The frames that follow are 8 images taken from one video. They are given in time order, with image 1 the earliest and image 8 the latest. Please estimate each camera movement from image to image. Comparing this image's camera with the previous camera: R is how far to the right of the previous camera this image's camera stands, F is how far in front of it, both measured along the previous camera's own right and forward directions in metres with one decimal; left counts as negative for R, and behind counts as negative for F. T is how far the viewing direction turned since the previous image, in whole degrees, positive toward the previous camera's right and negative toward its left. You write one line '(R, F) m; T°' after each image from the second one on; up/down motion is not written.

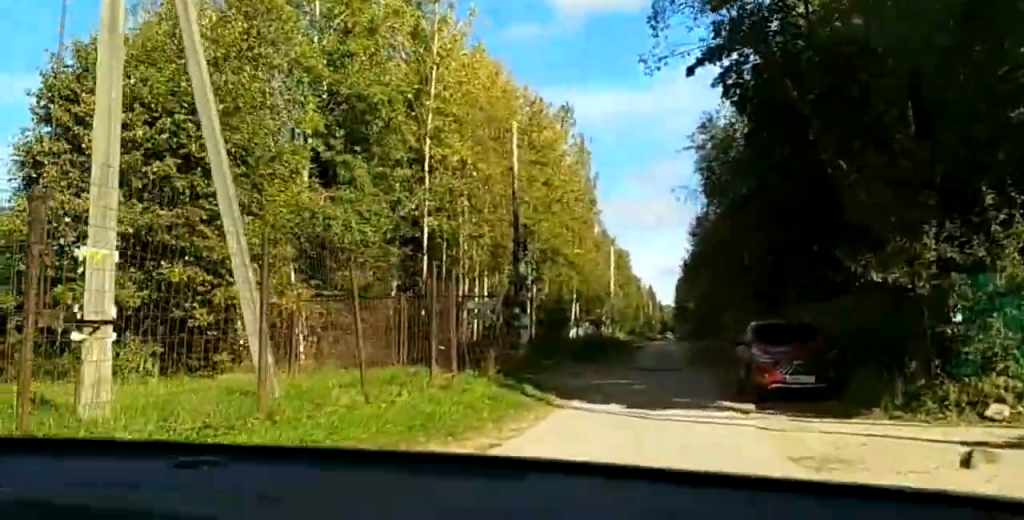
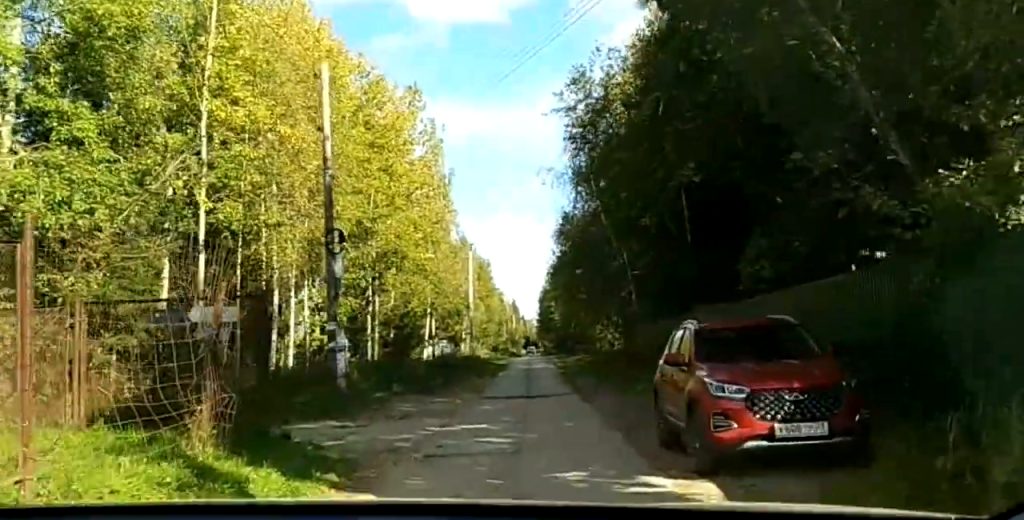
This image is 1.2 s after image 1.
(0.0, +10.3) m; 0°
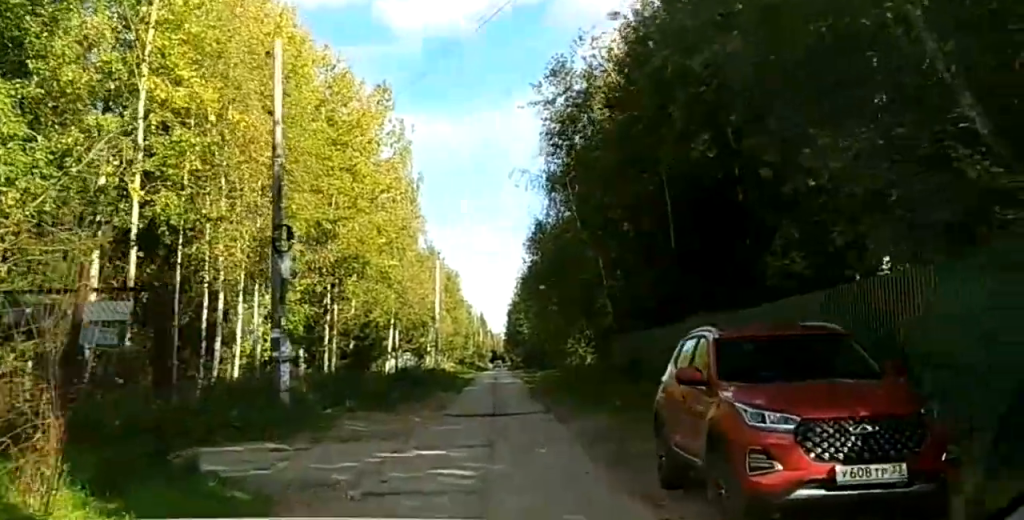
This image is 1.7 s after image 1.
(0.0, +3.5) m; 0°
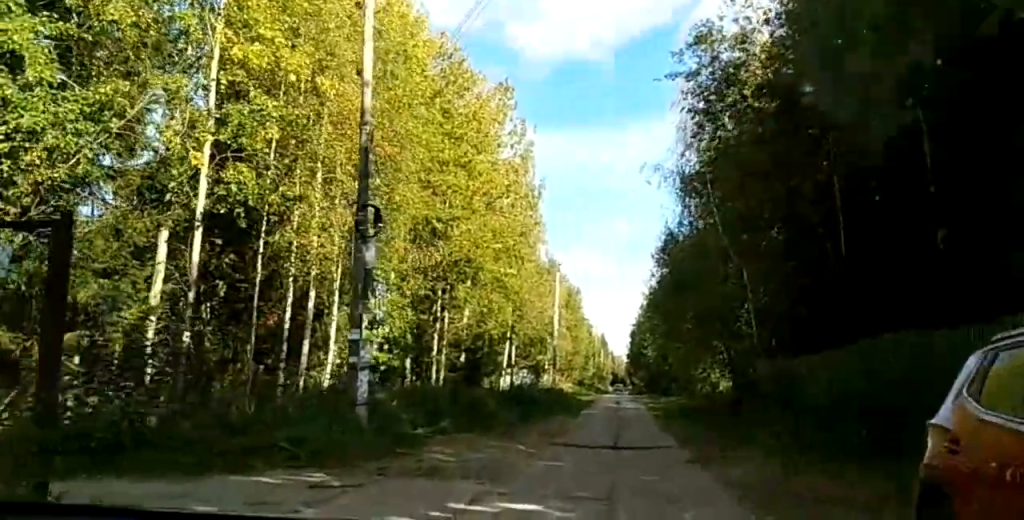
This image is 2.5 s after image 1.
(0.0, +6.2) m; 0°
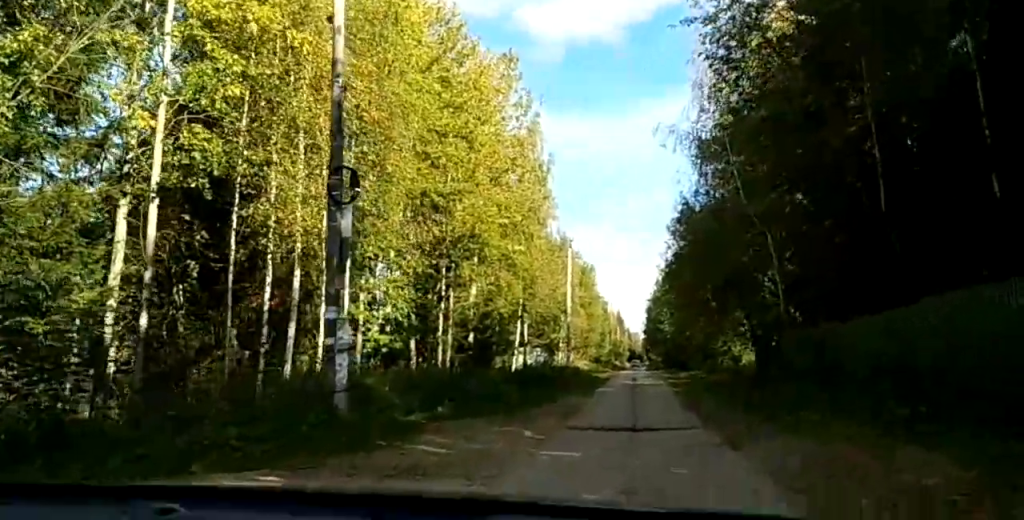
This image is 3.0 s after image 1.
(0.0, +3.5) m; 0°
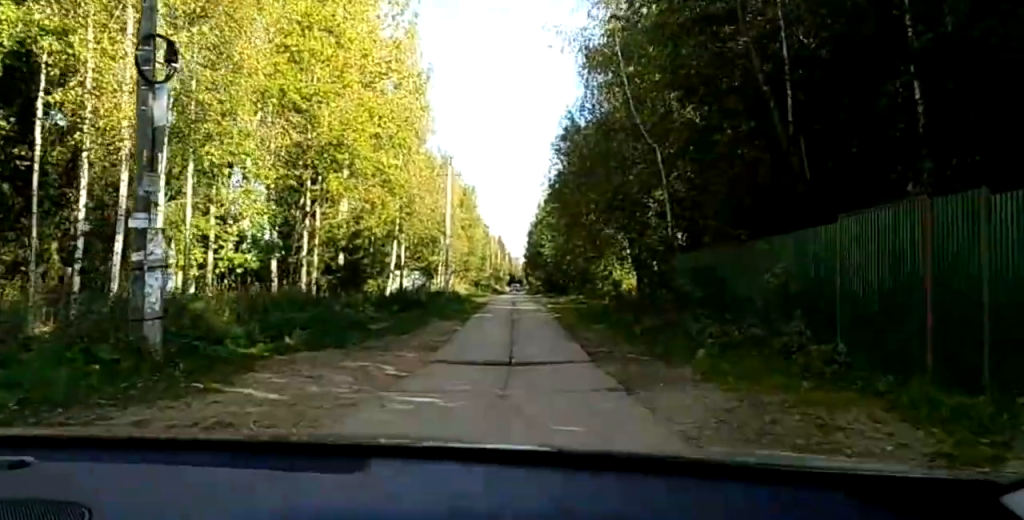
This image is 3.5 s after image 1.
(0.0, +3.5) m; +1°
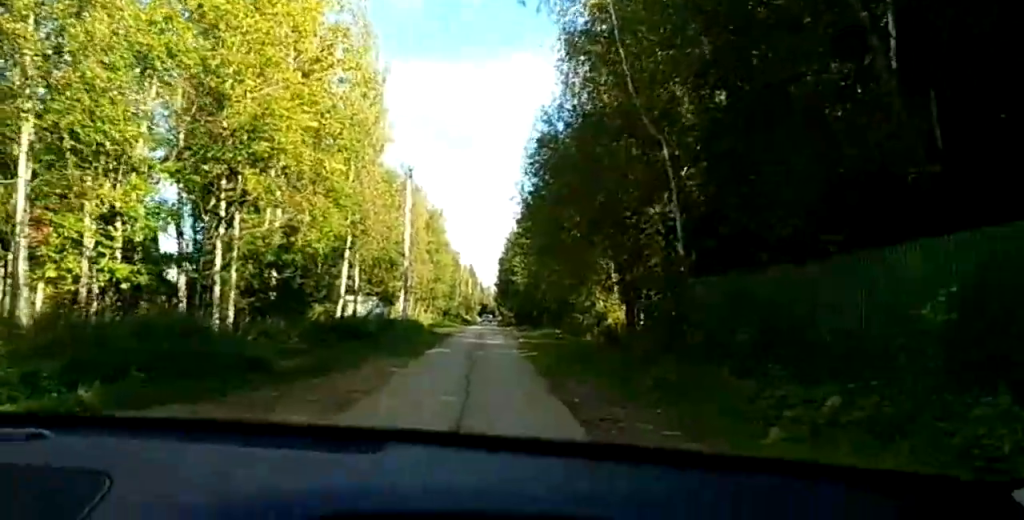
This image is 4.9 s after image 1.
(+0.3, +8.2) m; +2°
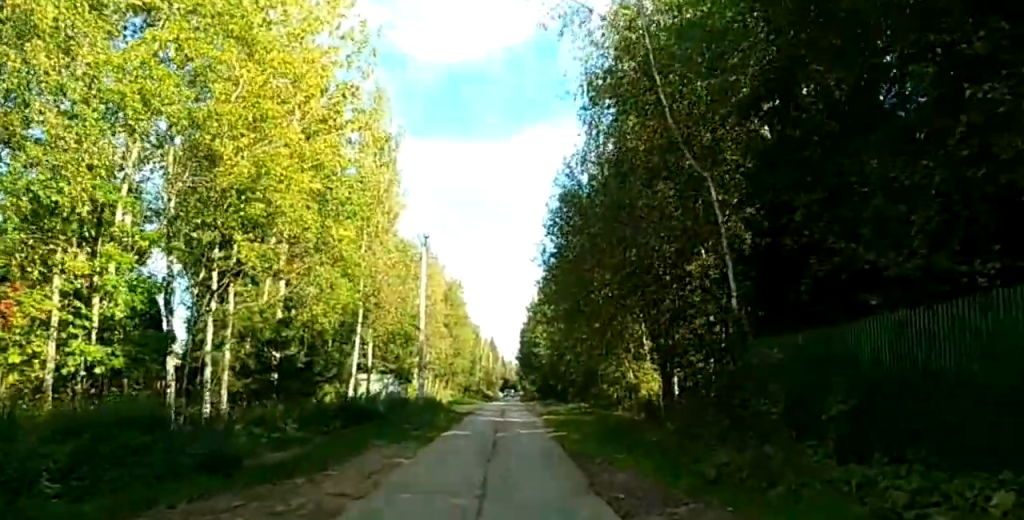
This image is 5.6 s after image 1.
(-0.1, +3.4) m; -2°
